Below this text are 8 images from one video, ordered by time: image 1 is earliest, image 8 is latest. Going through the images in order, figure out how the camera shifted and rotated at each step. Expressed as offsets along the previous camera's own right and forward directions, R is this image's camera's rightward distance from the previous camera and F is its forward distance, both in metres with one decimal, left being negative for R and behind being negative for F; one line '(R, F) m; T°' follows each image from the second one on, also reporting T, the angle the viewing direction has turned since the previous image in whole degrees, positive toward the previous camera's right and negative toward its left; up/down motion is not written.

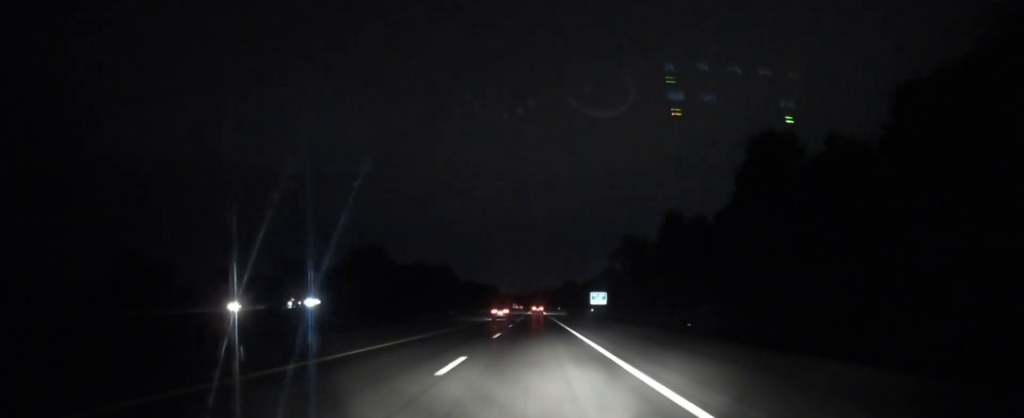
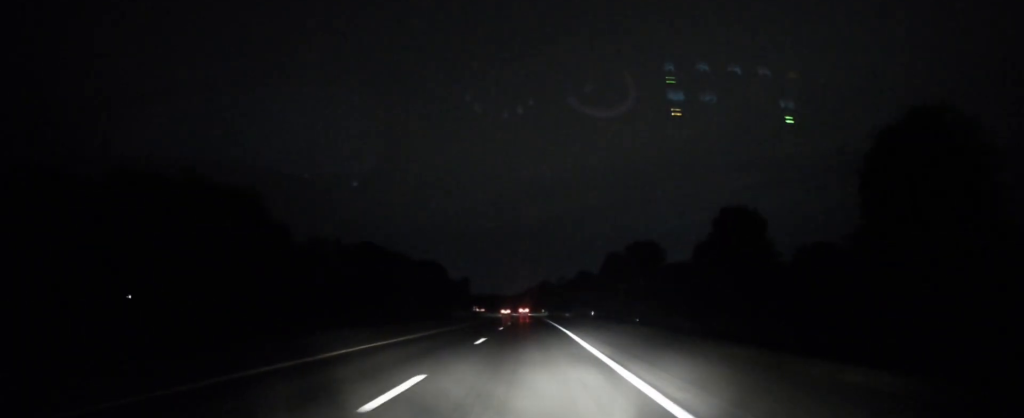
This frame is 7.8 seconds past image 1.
(-0.8, +242.3) m; -1°
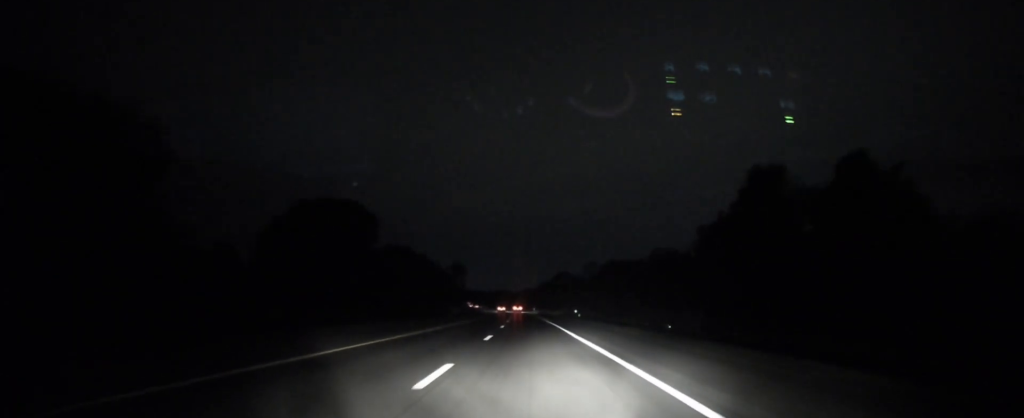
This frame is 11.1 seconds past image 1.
(-0.3, +100.0) m; -1°
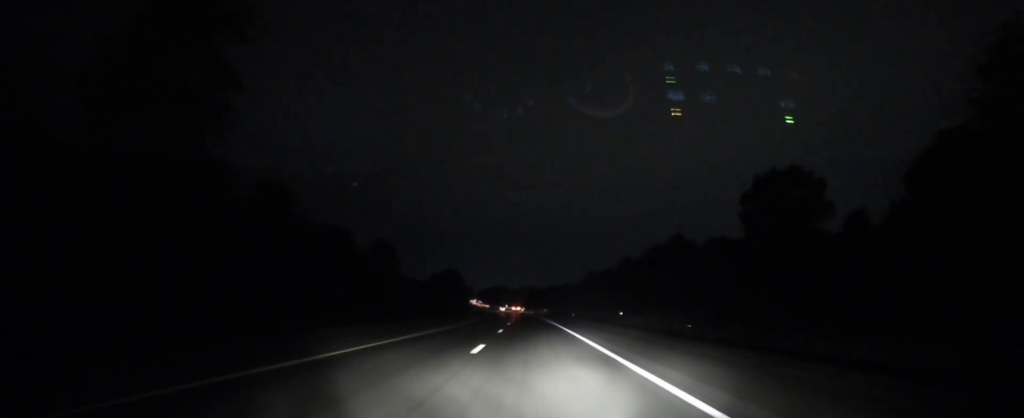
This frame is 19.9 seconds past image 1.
(-9.3, +258.5) m; -4°
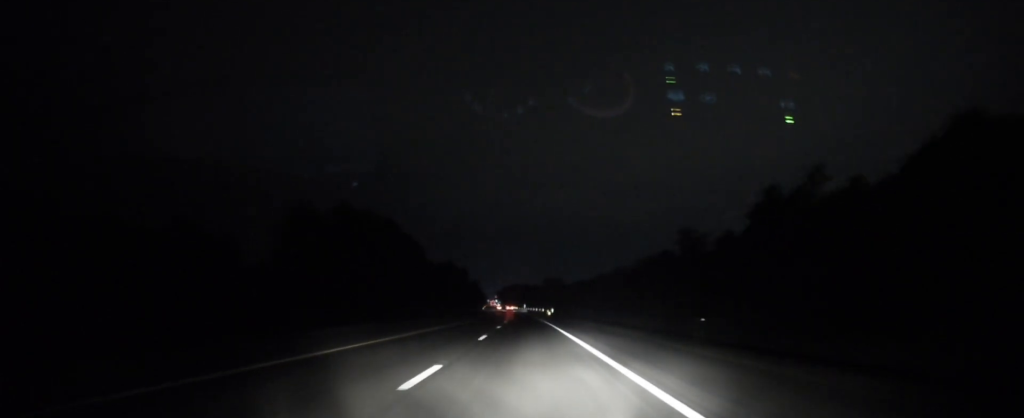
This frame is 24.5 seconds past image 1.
(-2.5, +122.3) m; -2°
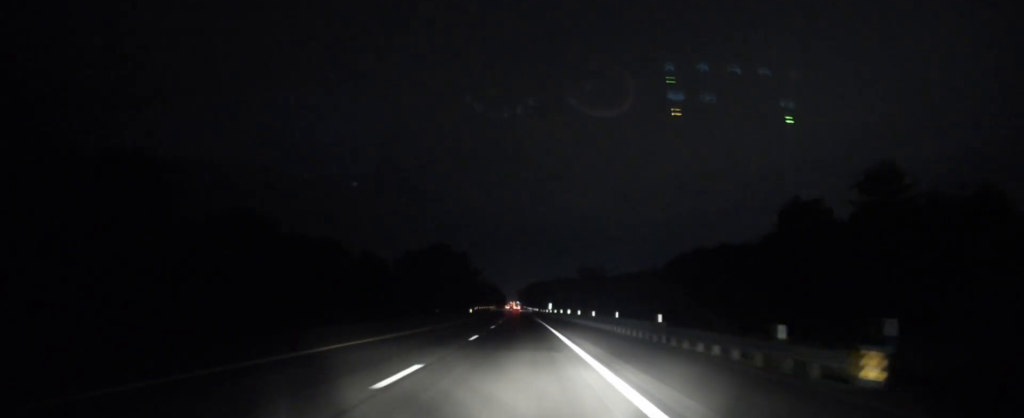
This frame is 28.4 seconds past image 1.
(-1.2, +88.8) m; -2°
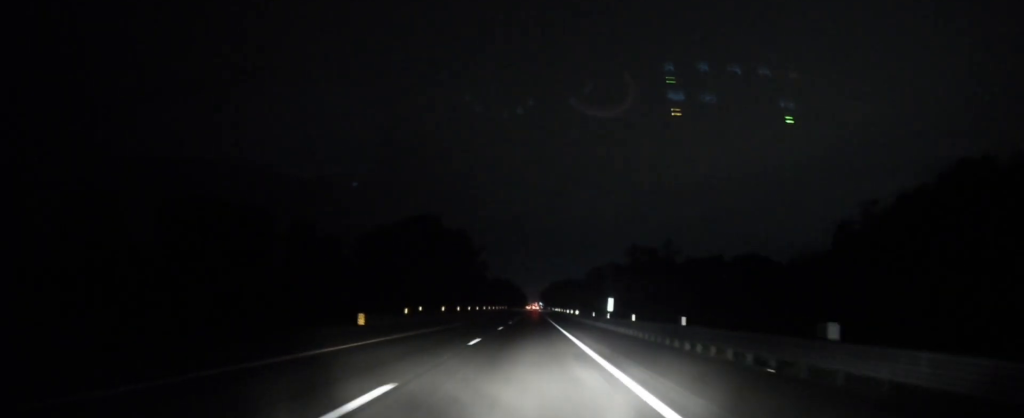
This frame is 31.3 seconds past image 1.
(-1.3, +105.5) m; -1°
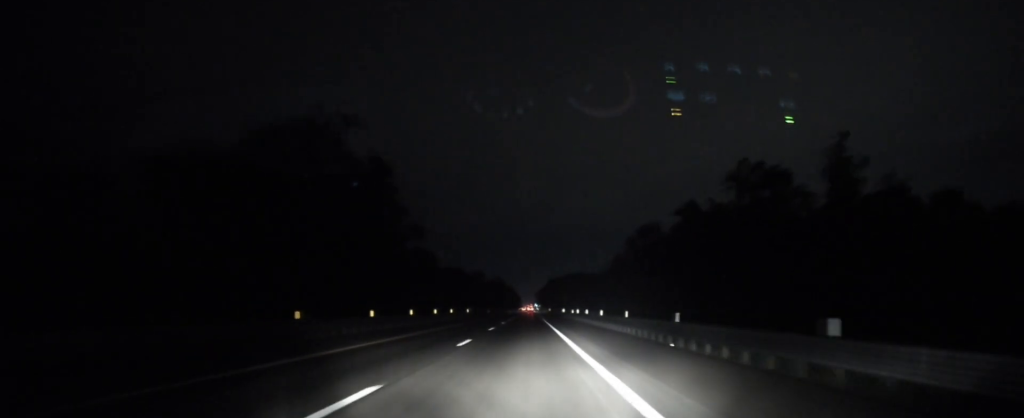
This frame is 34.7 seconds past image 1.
(-1.1, +153.2) m; -1°
